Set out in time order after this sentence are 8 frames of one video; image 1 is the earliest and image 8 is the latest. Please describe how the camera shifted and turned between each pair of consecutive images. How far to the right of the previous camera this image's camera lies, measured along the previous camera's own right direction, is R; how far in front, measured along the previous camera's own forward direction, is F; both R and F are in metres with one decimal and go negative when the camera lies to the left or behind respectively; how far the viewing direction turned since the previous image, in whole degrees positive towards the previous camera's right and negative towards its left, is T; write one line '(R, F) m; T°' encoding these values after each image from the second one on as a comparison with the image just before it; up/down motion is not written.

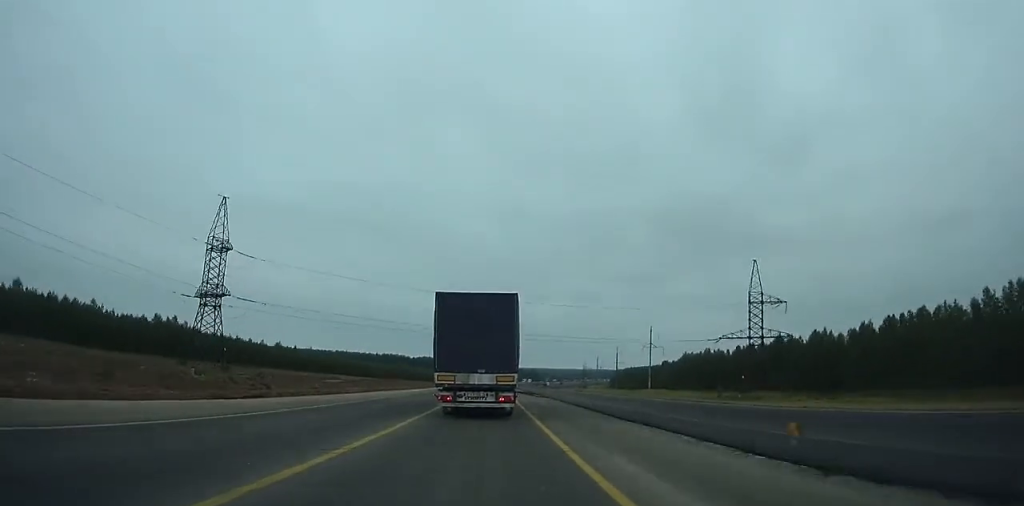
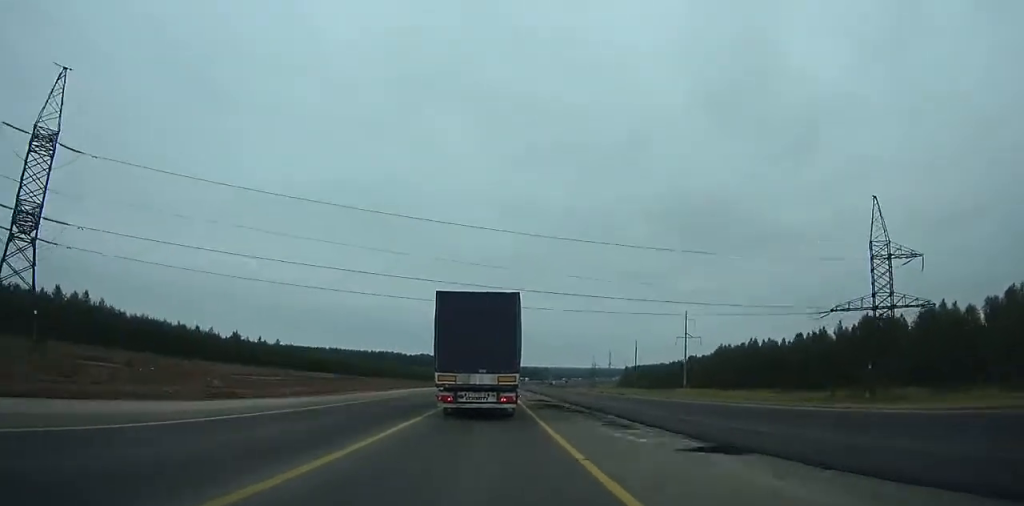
(0.0, +39.7) m; 0°
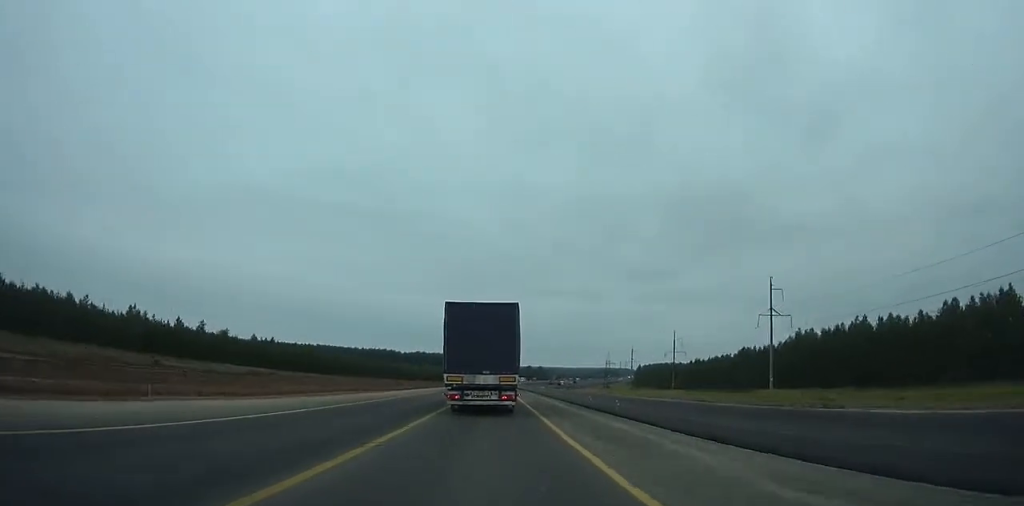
(-0.2, +57.7) m; 0°
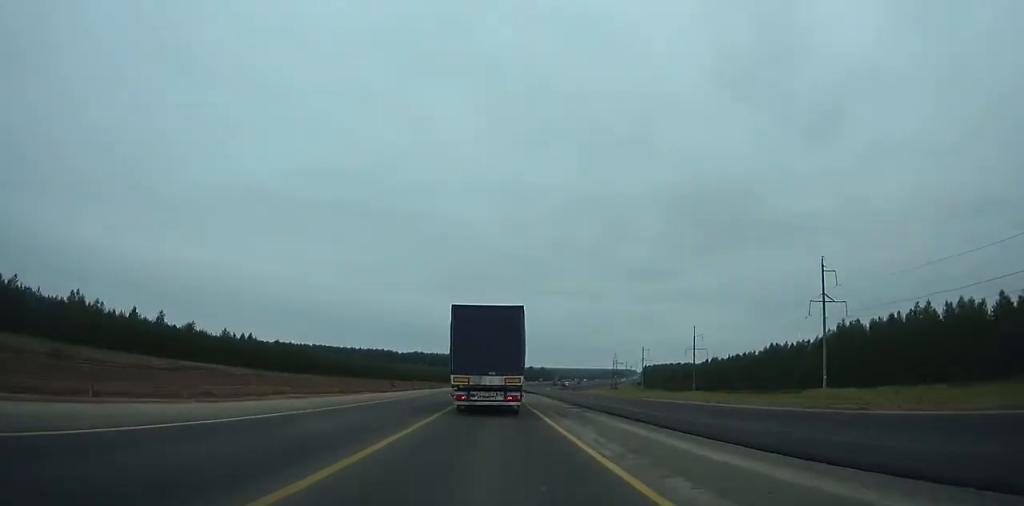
(-0.1, +21.6) m; 0°
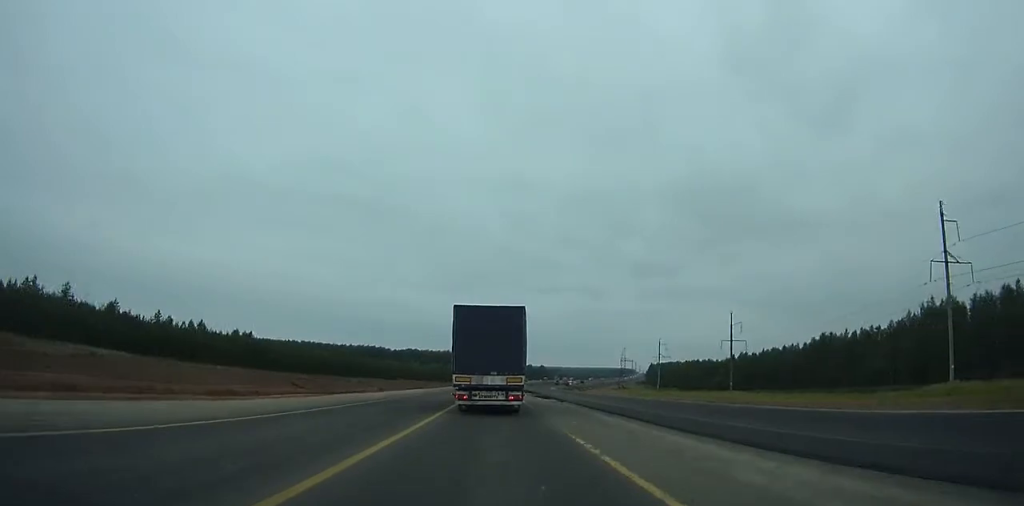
(+0.1, +32.6) m; 0°
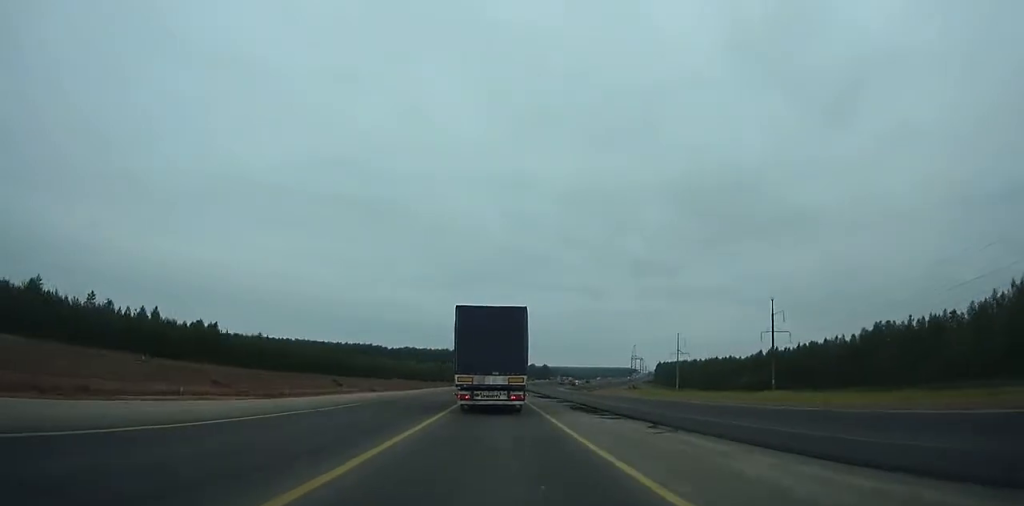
(+0.1, +23.6) m; 0°
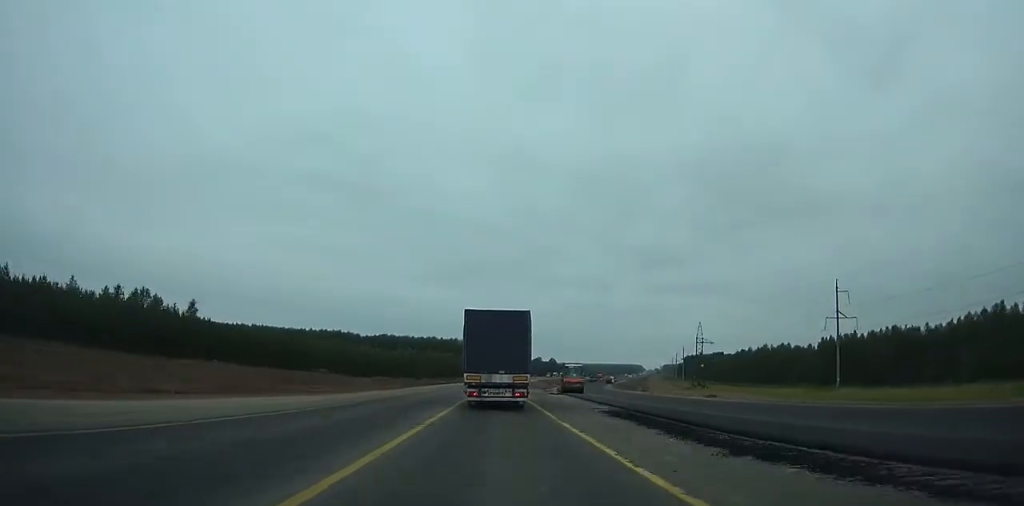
(+0.4, +115.1) m; +1°
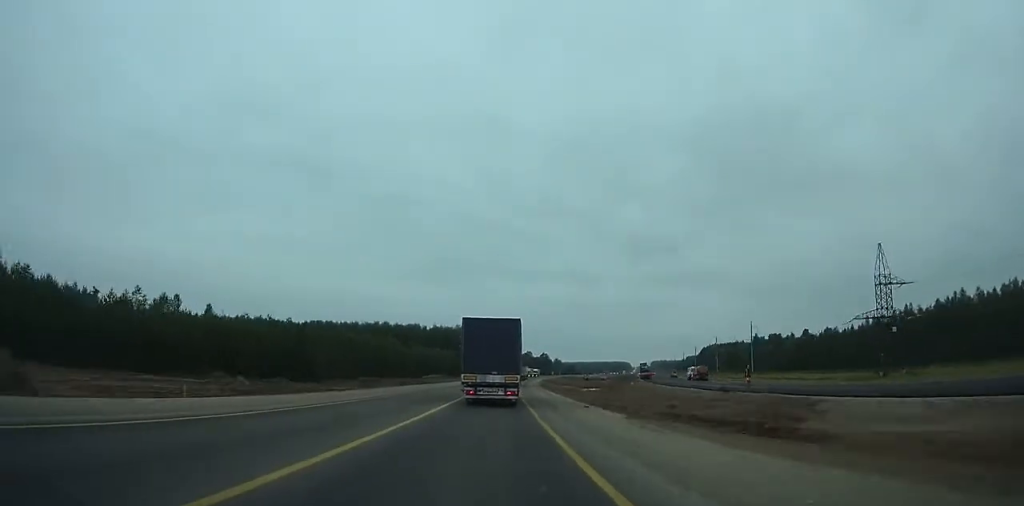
(+1.2, +129.5) m; +1°
